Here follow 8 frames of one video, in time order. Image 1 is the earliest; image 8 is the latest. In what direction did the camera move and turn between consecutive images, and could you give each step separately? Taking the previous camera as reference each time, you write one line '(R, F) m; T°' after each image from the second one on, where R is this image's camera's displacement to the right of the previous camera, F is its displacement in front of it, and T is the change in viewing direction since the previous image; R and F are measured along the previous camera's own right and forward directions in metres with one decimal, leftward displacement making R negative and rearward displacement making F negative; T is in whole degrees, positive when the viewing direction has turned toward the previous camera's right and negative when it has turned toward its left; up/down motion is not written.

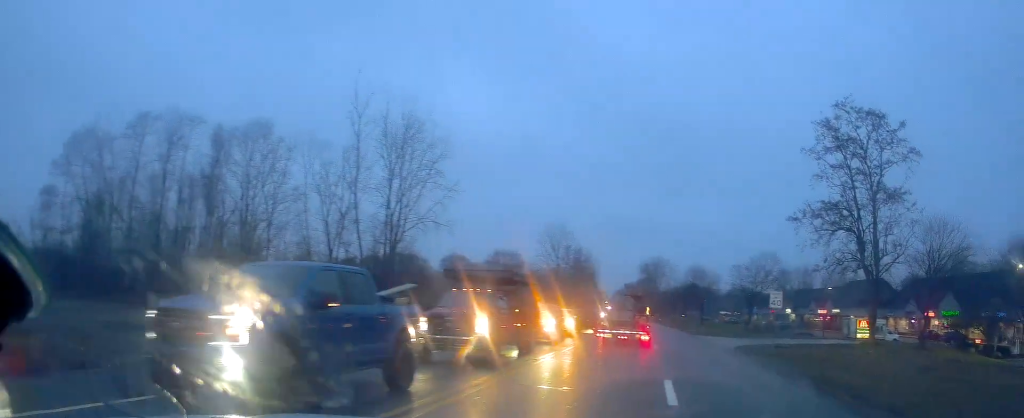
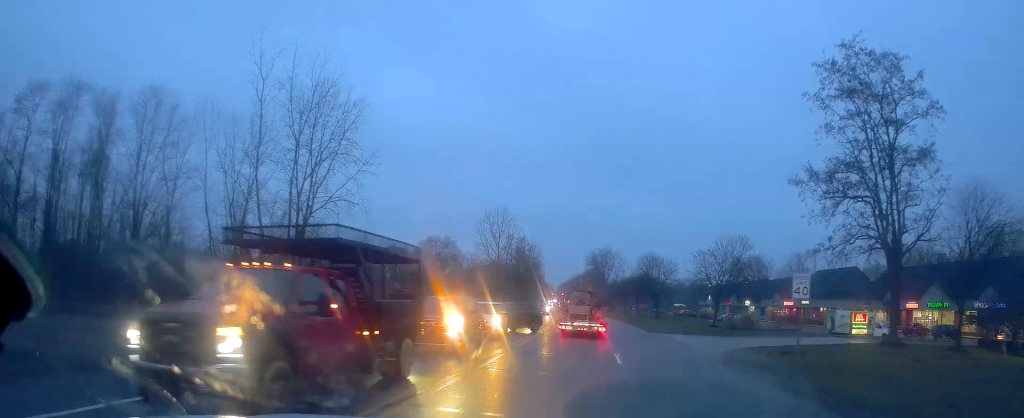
(+0.8, +8.2) m; +9°
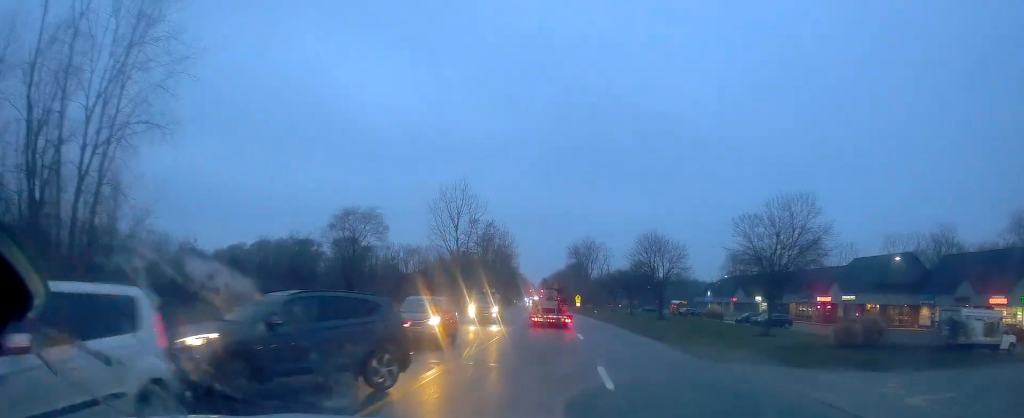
(+1.3, +21.8) m; +3°
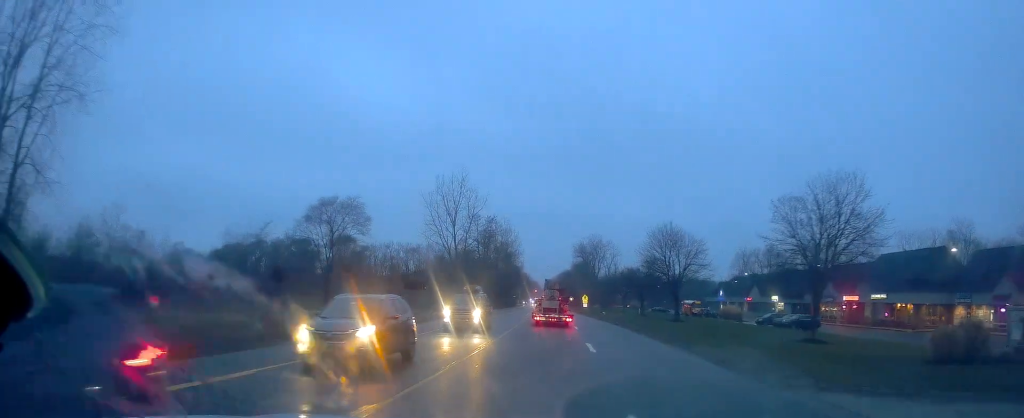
(0.0, +6.5) m; 0°
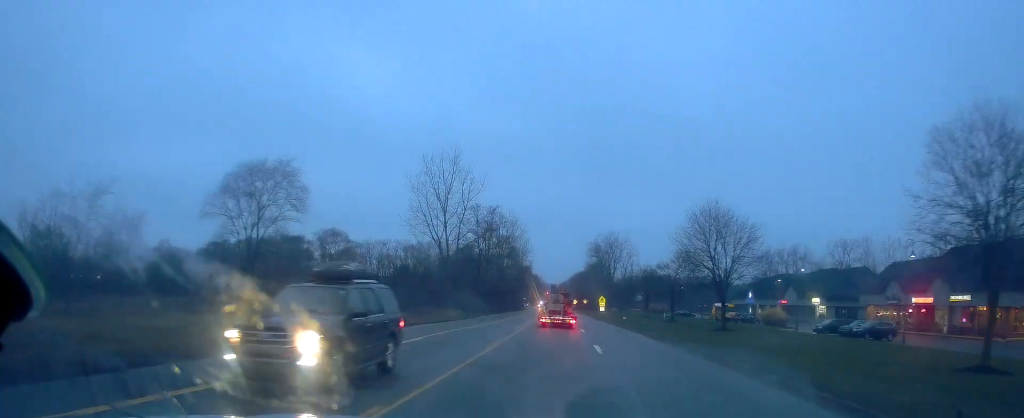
(0.0, +14.8) m; 0°
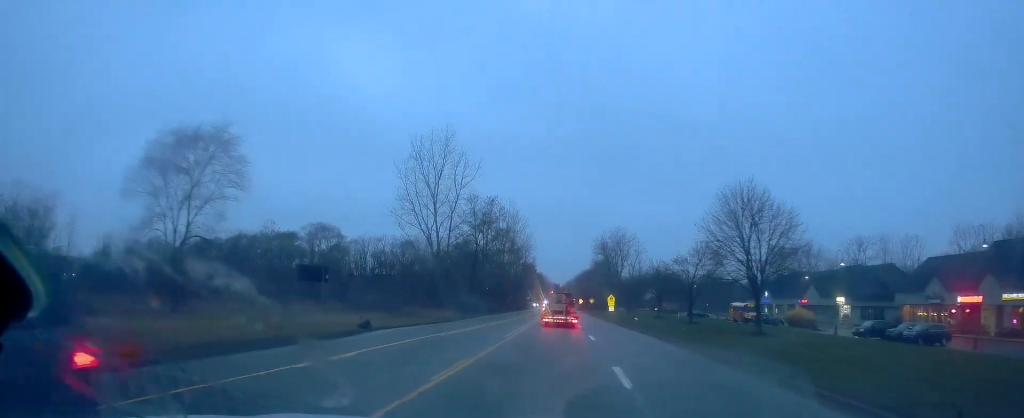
(+0.1, +8.1) m; -1°
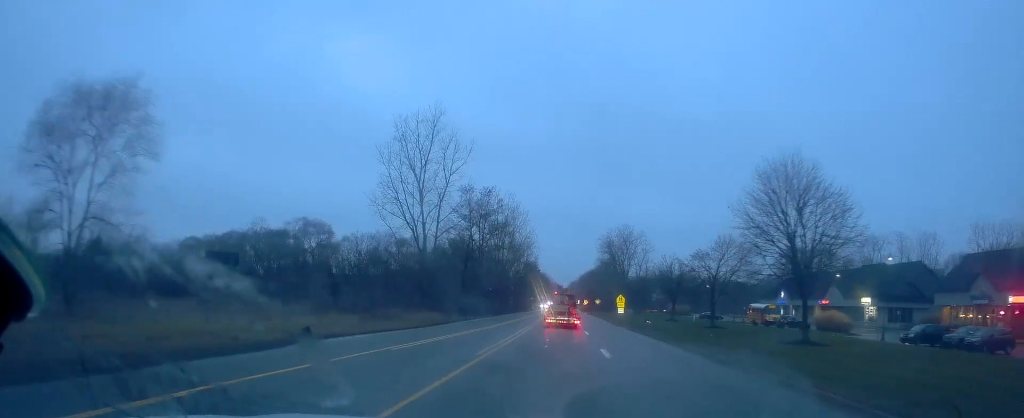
(-0.1, +7.9) m; -1°
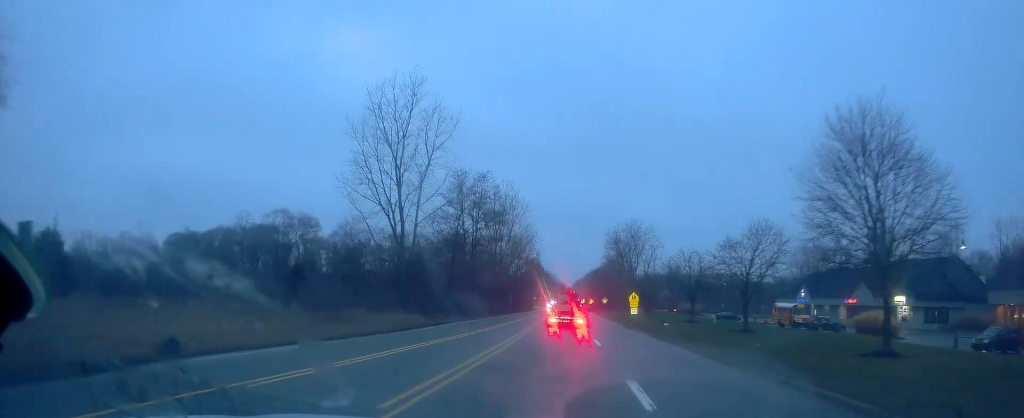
(-0.2, +9.1) m; -1°
